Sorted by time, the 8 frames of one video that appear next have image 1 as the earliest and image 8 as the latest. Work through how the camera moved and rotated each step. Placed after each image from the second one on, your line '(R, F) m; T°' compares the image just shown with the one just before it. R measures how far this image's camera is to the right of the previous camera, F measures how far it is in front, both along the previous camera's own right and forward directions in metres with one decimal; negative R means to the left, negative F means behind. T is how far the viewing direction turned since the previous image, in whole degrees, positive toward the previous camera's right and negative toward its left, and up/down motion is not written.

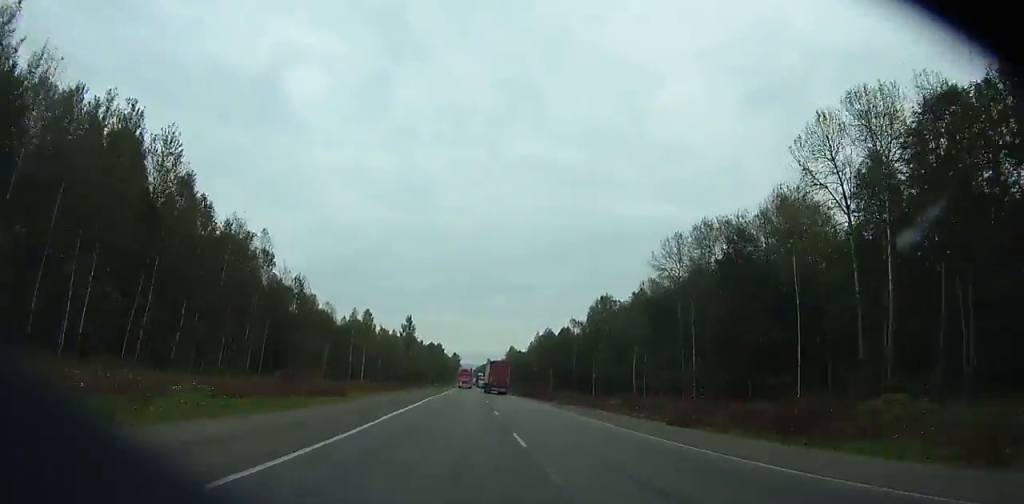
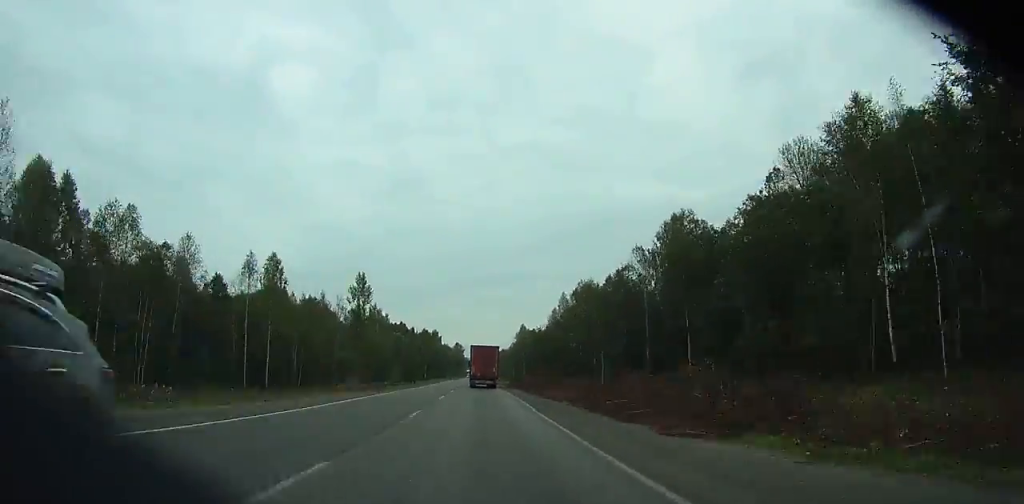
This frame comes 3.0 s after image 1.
(+0.6, +61.7) m; 0°
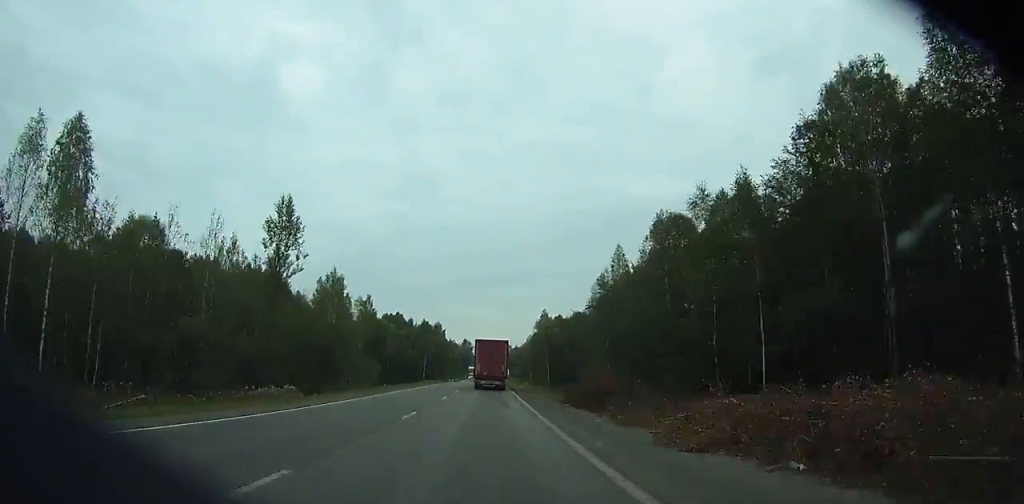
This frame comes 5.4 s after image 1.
(-0.2, +48.2) m; -1°
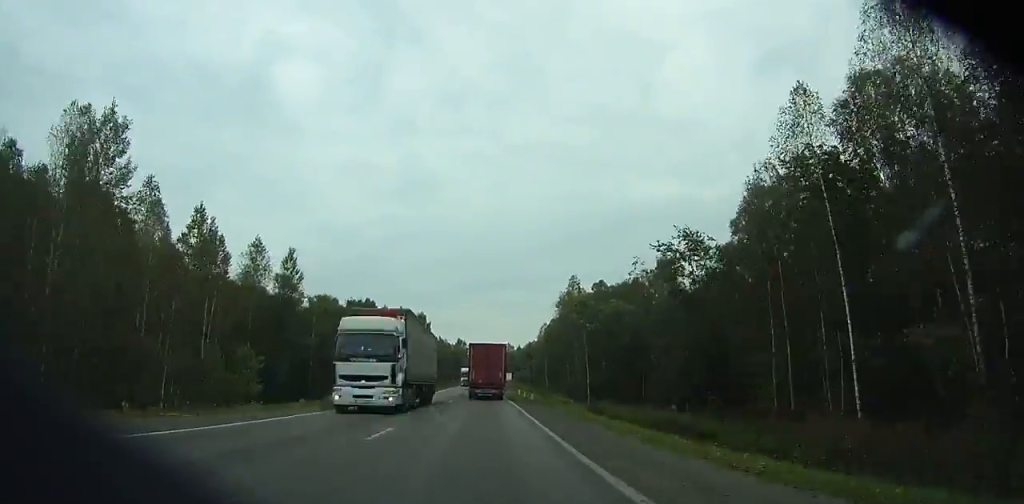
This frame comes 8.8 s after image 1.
(-0.7, +65.3) m; -1°
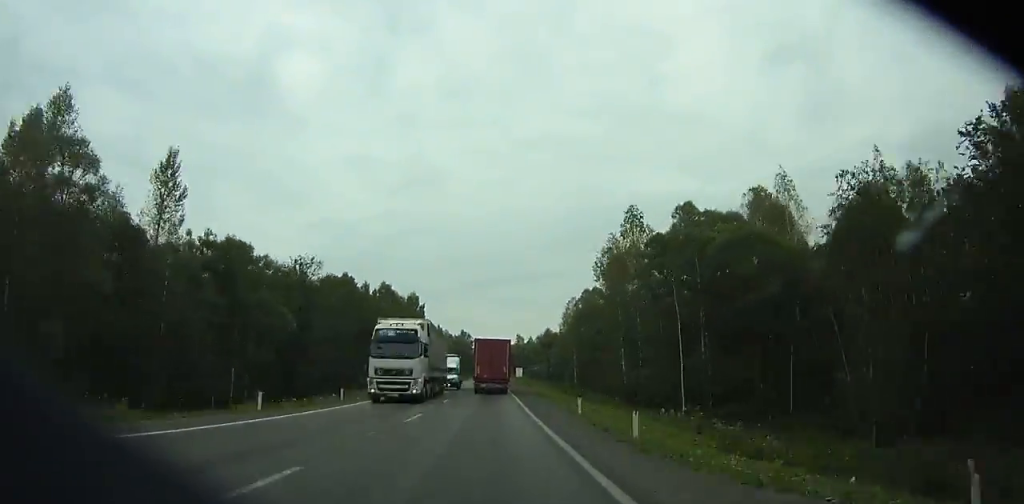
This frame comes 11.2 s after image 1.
(-0.1, +44.2) m; 0°
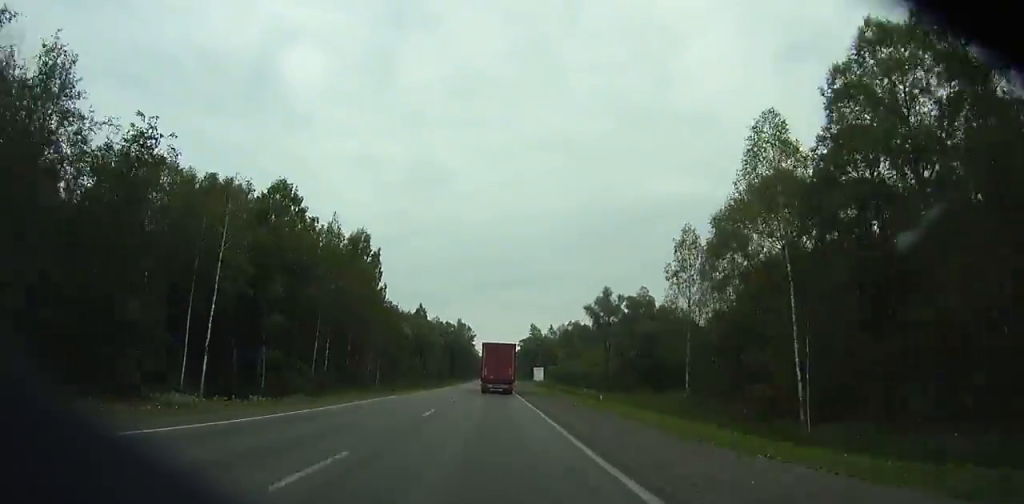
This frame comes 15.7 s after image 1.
(-0.3, +81.8) m; 0°
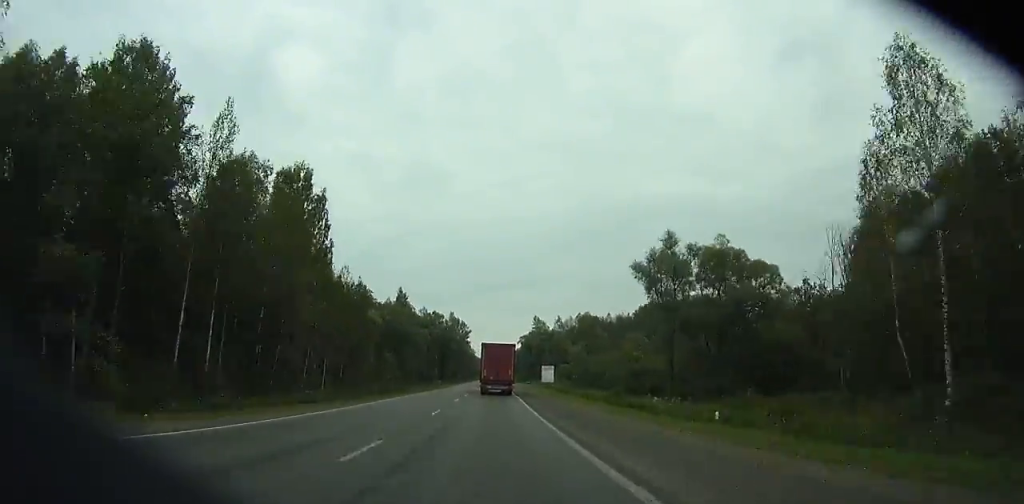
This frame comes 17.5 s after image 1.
(0.0, +33.4) m; 0°
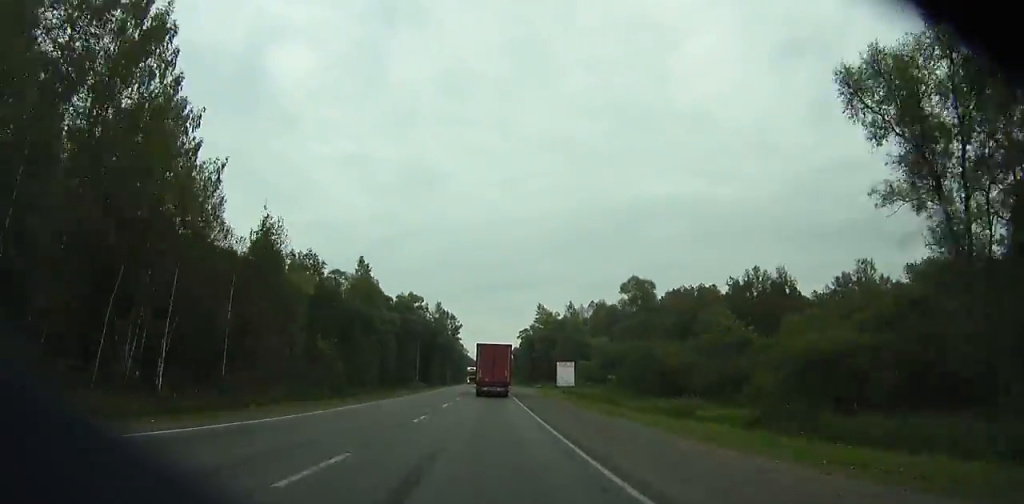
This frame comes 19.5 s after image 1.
(0.0, +37.7) m; 0°
